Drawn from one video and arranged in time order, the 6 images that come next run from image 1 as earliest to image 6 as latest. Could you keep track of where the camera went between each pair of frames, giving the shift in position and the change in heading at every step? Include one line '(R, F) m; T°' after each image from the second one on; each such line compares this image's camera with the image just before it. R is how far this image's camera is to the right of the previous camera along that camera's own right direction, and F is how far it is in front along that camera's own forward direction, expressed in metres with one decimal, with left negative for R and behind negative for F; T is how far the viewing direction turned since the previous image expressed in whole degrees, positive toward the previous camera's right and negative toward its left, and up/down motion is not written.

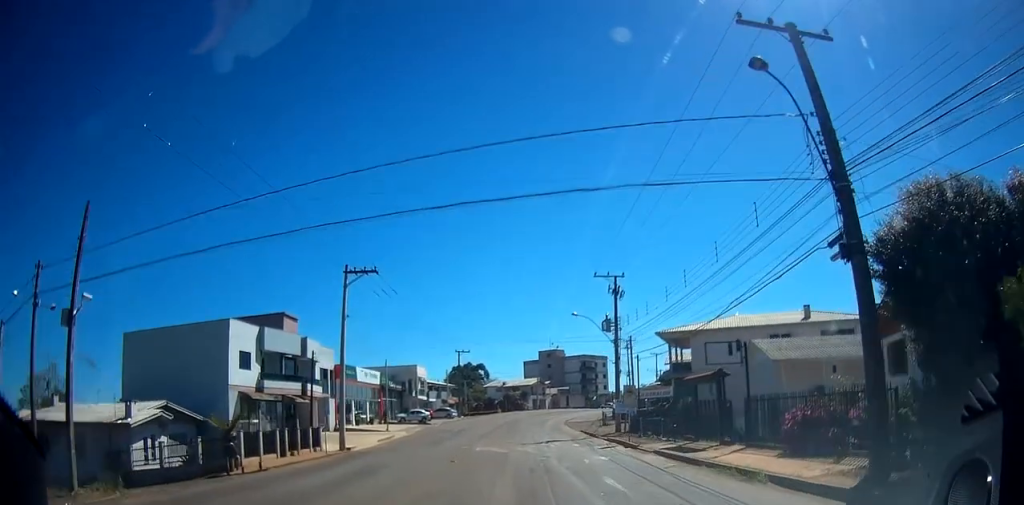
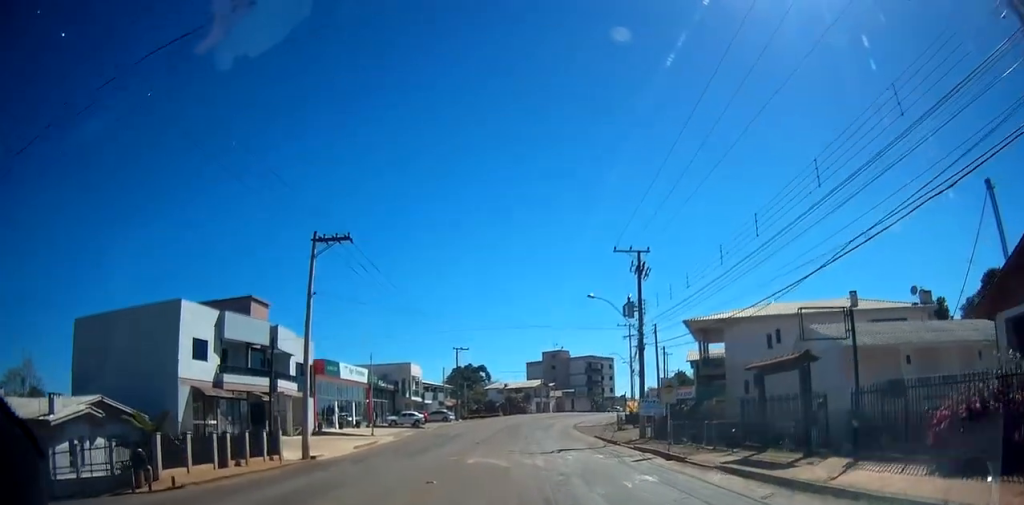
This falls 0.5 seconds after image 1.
(+0.1, +7.6) m; +1°
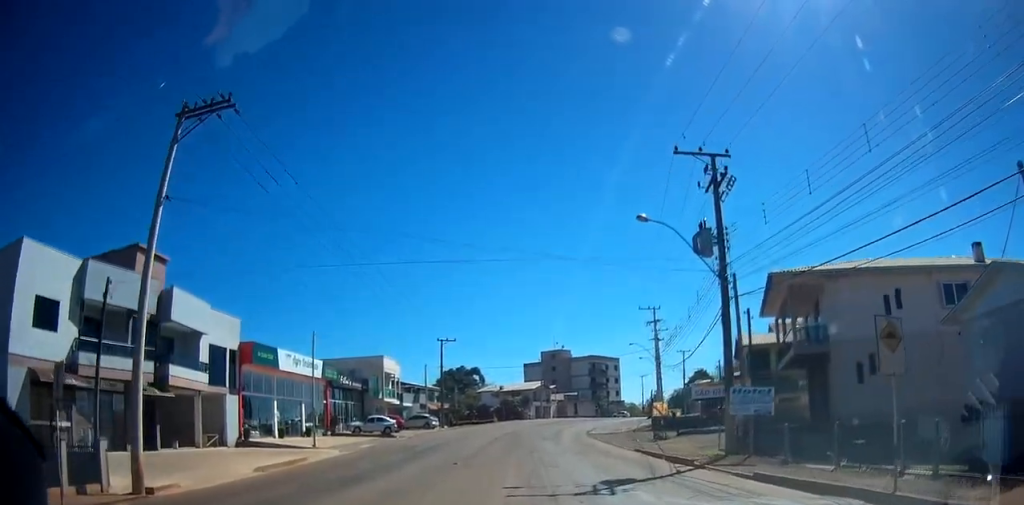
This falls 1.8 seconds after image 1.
(+0.2, +15.6) m; -1°
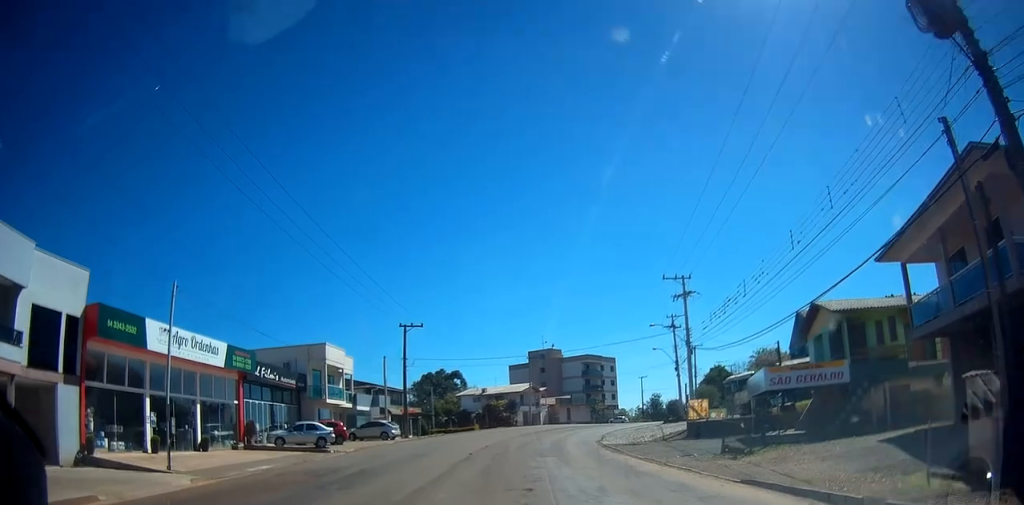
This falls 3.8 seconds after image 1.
(-0.5, +17.5) m; -2°
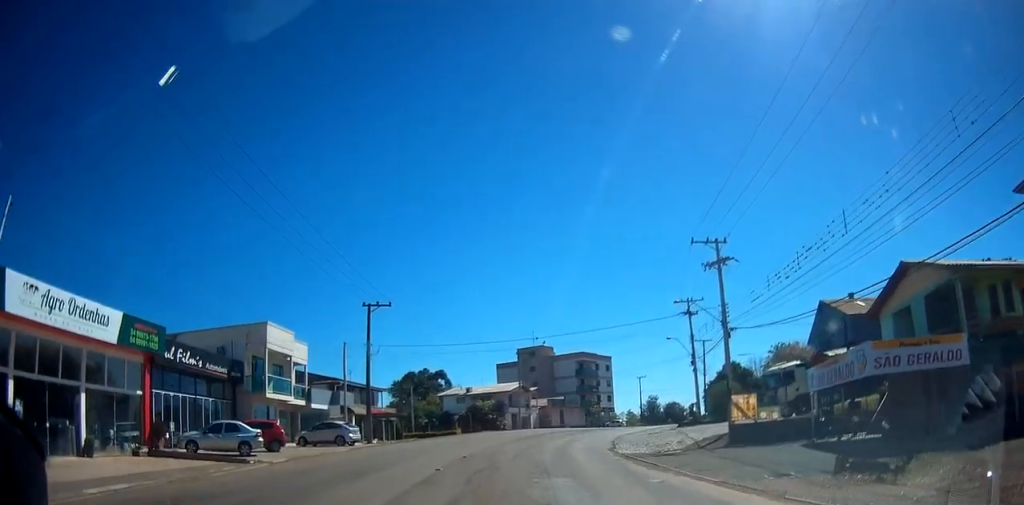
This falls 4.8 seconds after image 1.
(-0.1, +8.6) m; +1°
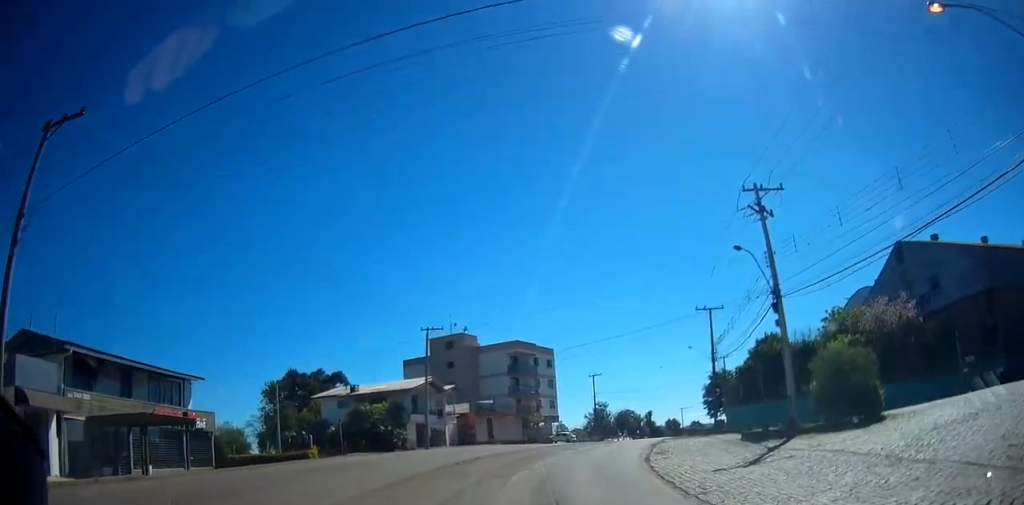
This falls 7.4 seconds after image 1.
(+2.4, +20.8) m; +13°
